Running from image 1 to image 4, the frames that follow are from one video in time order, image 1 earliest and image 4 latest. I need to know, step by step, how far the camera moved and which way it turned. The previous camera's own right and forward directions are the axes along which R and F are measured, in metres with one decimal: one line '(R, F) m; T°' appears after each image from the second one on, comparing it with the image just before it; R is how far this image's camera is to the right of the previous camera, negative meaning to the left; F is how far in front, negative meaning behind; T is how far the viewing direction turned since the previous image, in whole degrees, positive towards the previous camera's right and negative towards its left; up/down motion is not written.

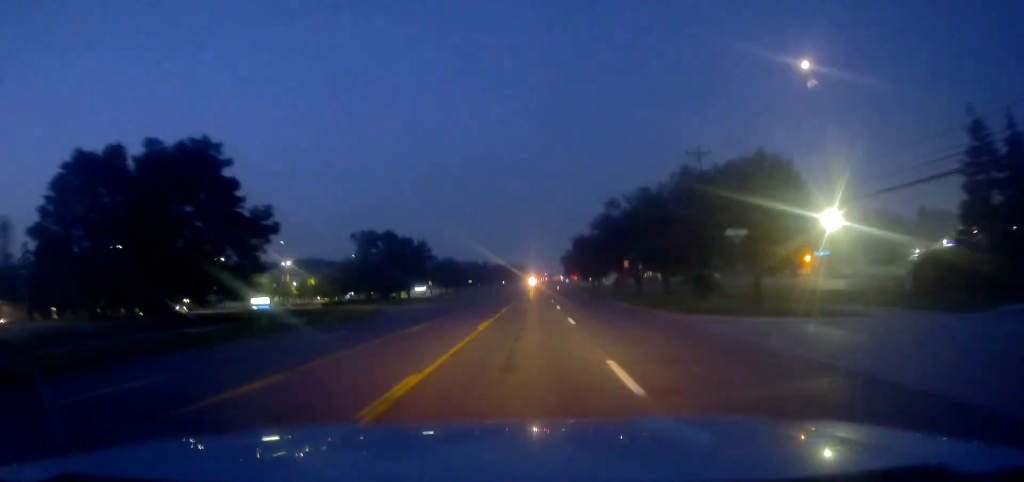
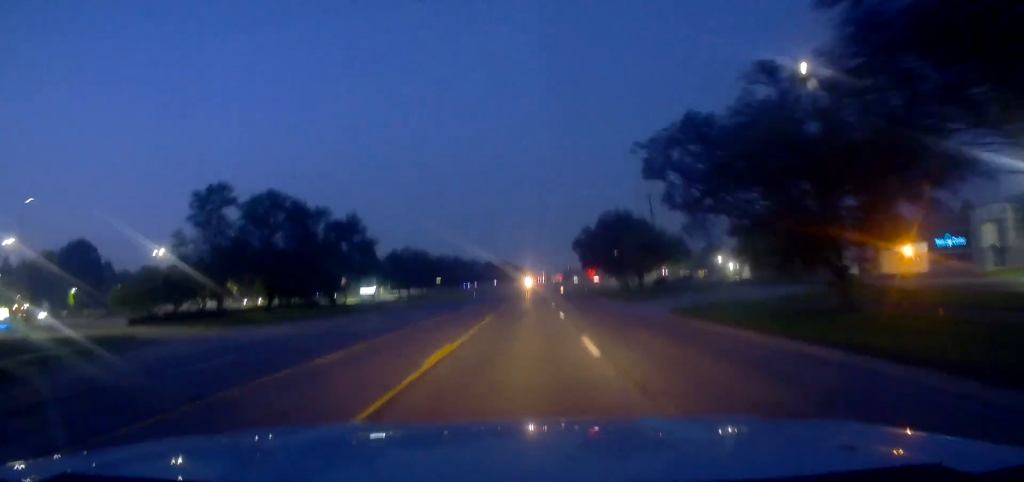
(-0.6, +41.1) m; -1°
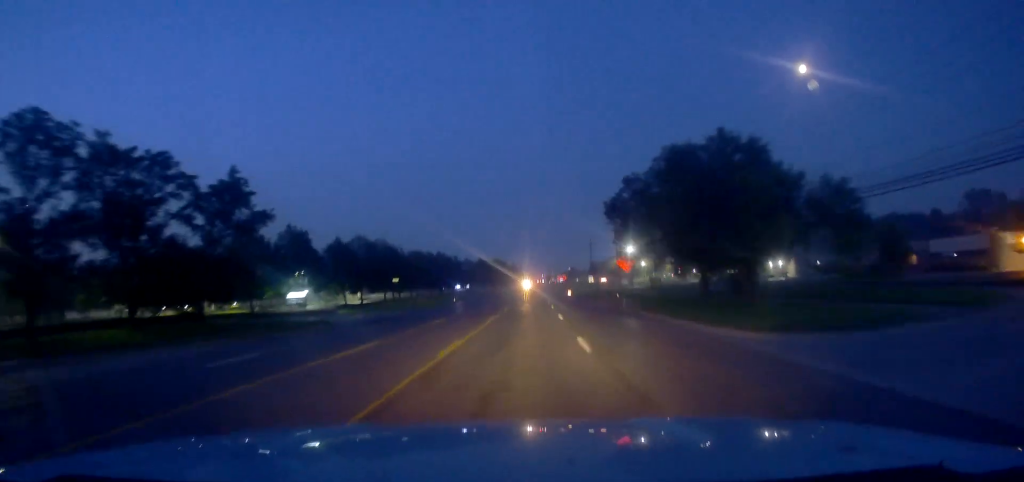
(0.0, +29.6) m; 0°
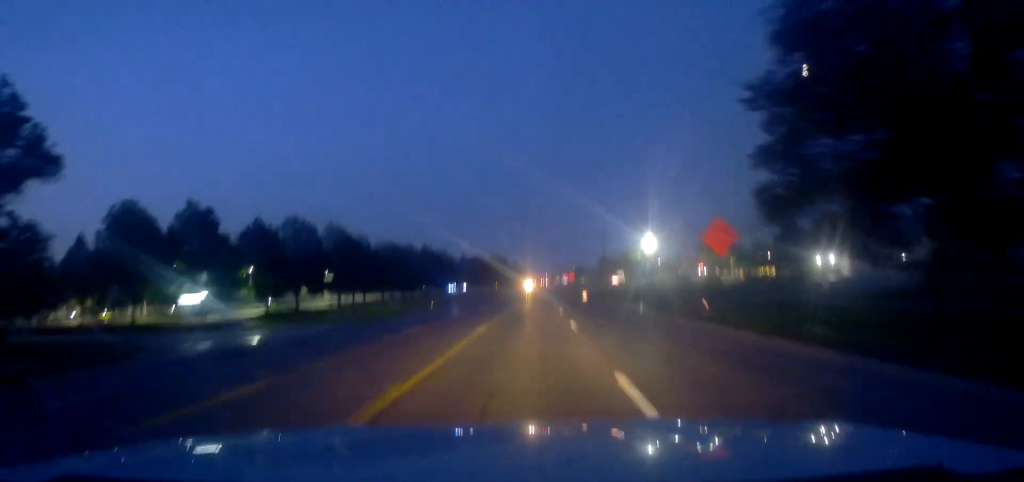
(+0.4, +23.4) m; +1°
